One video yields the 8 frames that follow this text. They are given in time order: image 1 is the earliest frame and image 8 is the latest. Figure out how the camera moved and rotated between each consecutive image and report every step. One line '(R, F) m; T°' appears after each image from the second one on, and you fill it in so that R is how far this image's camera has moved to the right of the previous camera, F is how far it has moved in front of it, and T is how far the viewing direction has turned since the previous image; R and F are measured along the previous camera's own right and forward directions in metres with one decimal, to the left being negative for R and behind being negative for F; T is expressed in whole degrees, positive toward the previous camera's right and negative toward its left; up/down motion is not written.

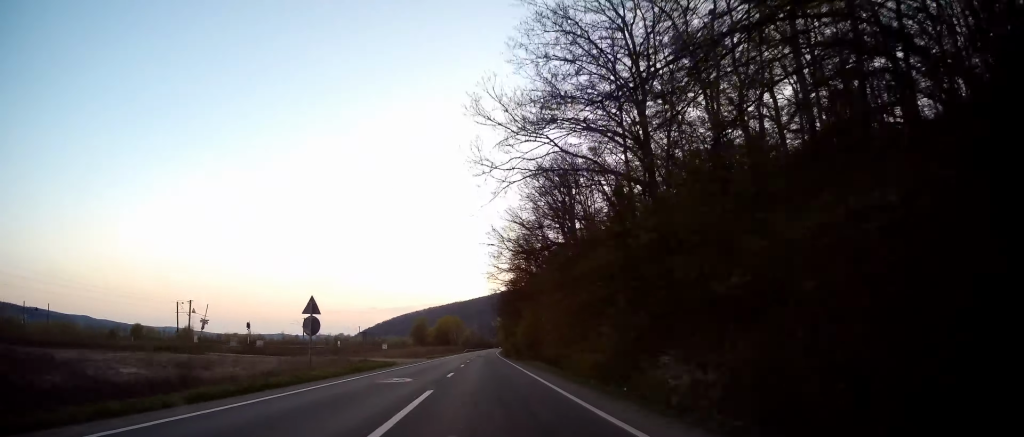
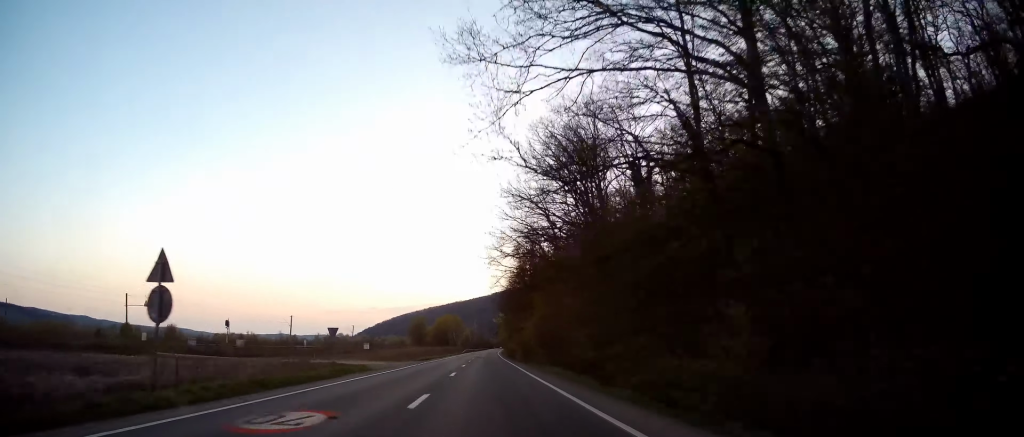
(+0.1, +10.9) m; 0°
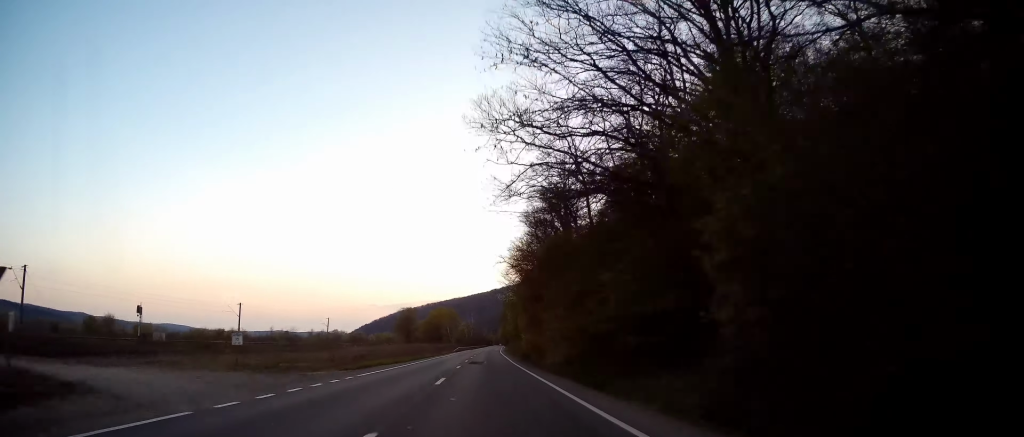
(-0.5, +31.2) m; 0°
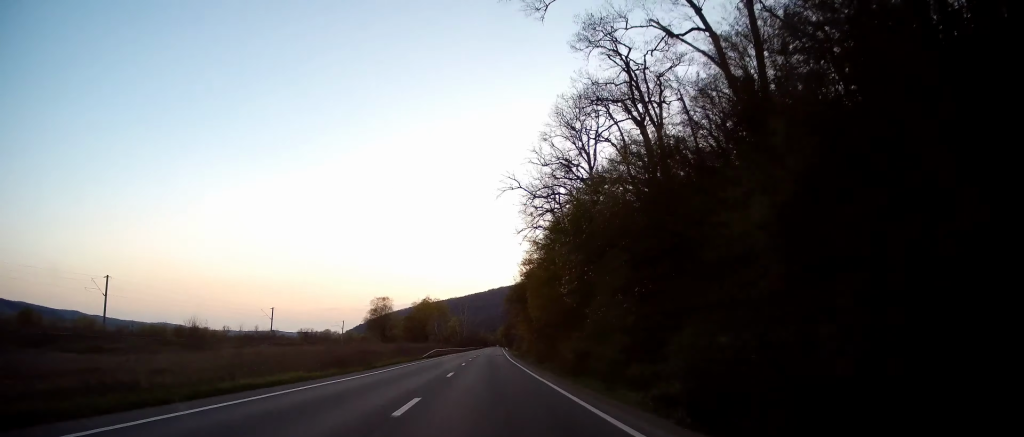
(+0.3, +44.6) m; 0°
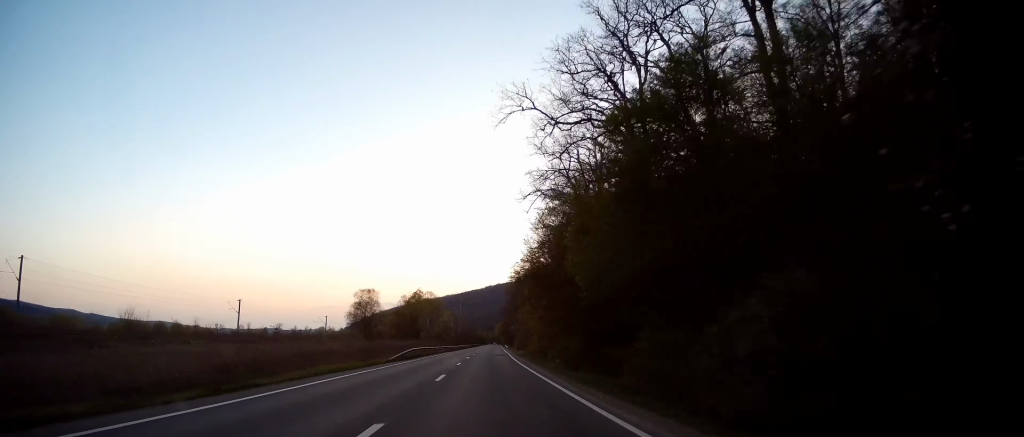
(-0.3, +16.9) m; 0°
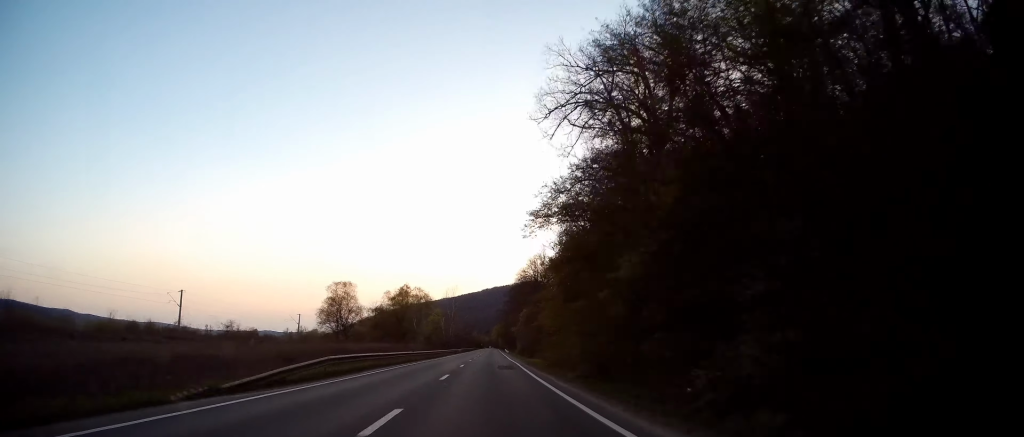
(+0.4, +22.5) m; +1°
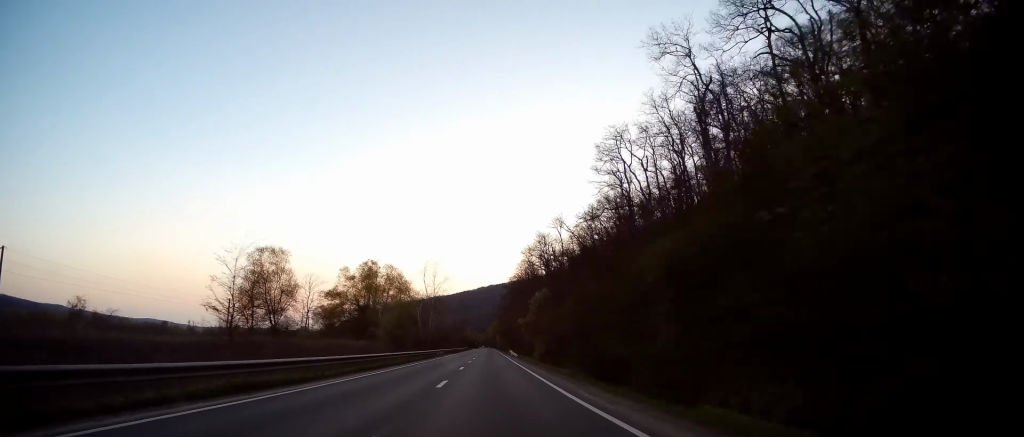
(+0.2, +40.5) m; 0°
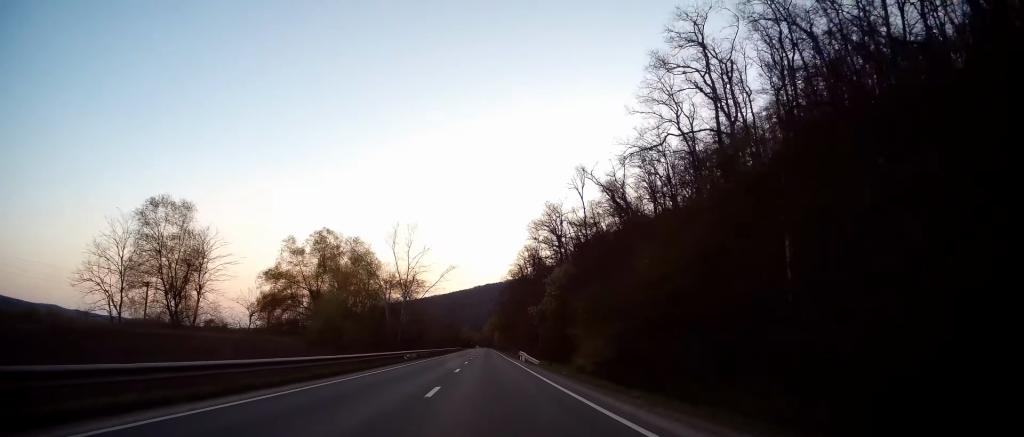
(0.0, +28.3) m; 0°
